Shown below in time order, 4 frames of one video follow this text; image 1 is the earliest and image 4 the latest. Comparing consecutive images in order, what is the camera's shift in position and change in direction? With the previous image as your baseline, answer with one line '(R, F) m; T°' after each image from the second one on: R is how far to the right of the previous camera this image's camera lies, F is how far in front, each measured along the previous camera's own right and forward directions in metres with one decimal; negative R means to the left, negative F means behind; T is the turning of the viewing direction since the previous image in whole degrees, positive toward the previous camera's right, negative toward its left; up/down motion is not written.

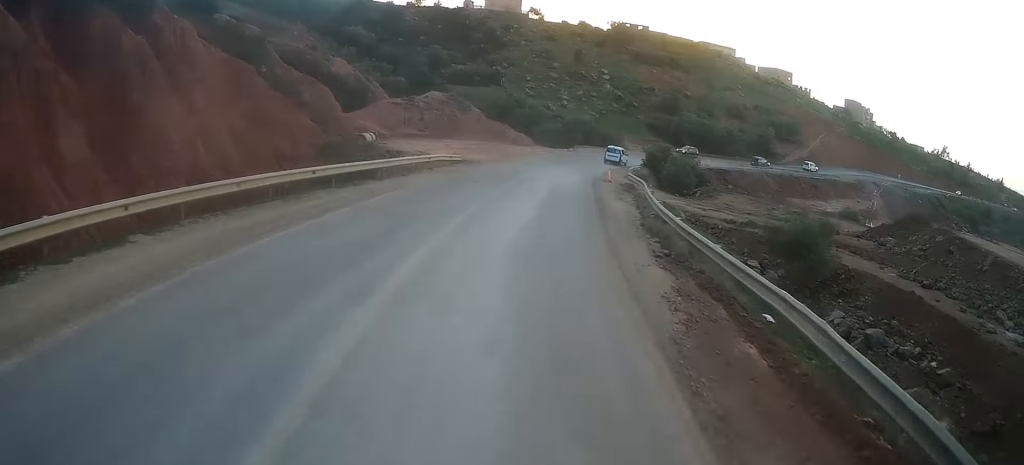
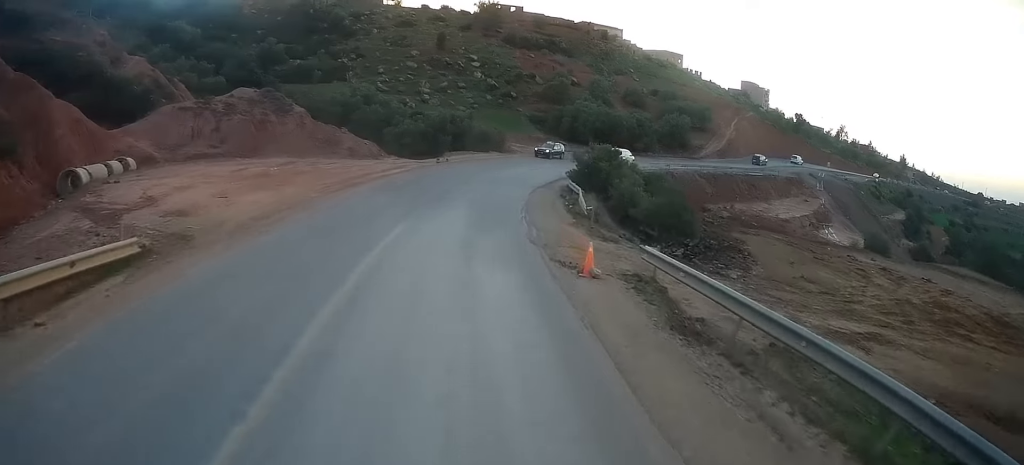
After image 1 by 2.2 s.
(+2.4, +23.8) m; +16°
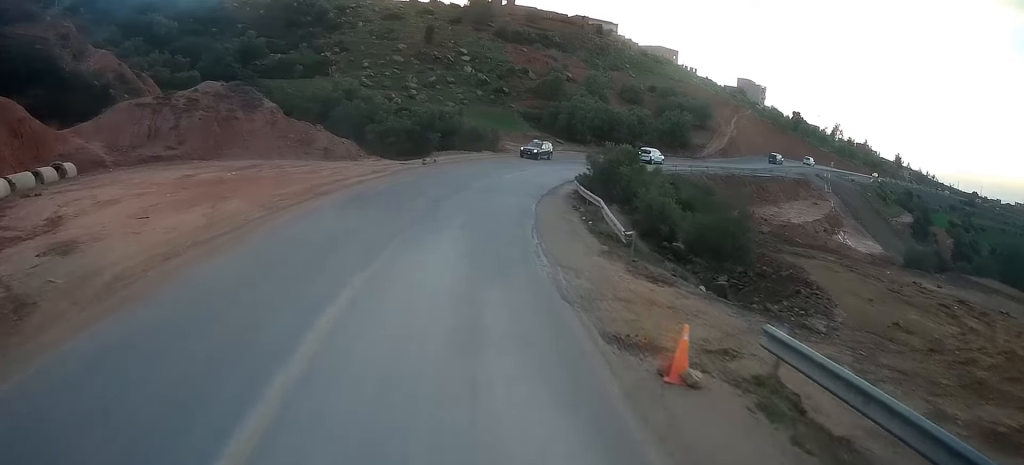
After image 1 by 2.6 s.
(+0.6, +5.3) m; +5°
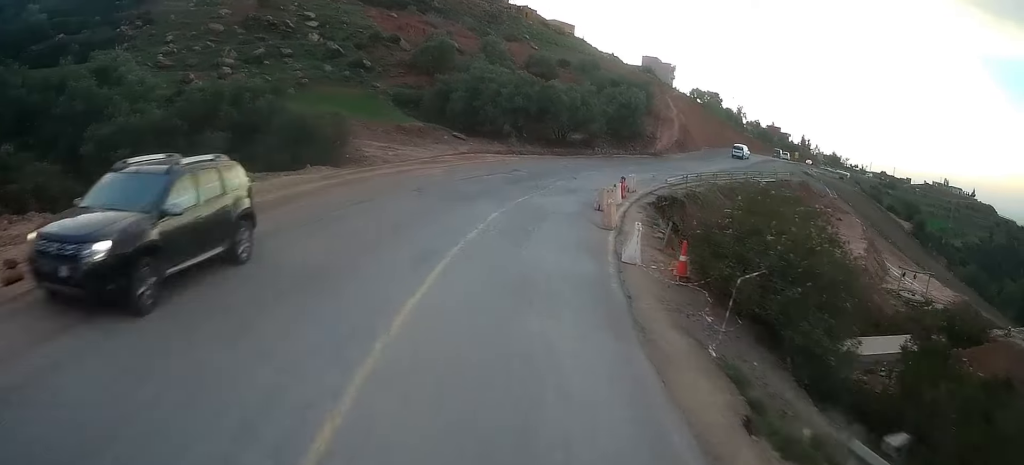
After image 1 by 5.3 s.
(+3.6, +29.5) m; +12°
